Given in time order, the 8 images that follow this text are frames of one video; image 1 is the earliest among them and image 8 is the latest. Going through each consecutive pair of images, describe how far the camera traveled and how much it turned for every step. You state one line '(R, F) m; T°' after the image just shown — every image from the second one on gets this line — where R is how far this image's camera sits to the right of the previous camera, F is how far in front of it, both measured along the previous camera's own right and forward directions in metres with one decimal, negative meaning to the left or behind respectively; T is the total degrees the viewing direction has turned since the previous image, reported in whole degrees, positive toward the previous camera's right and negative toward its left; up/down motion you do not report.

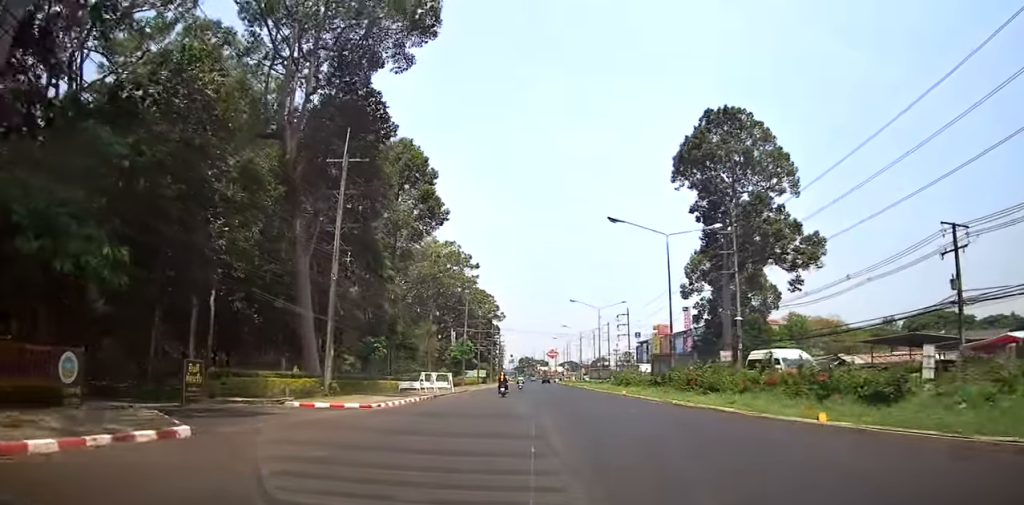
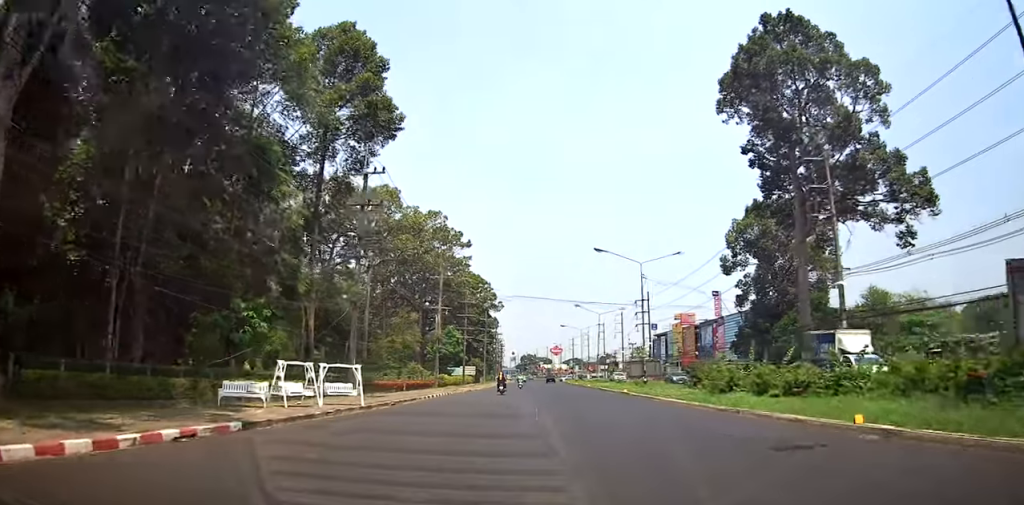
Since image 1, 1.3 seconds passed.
(+0.1, +25.2) m; 0°
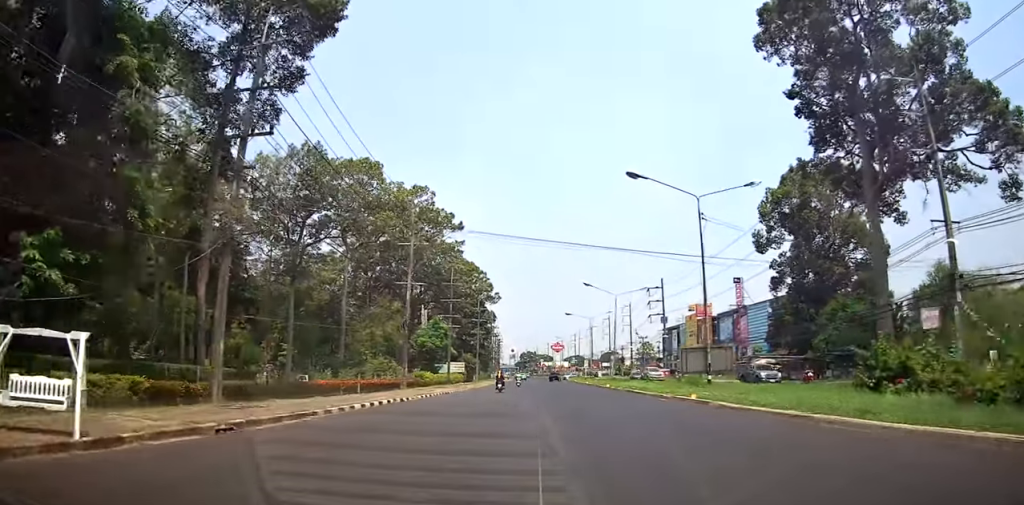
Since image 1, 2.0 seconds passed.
(0.0, +14.8) m; +1°
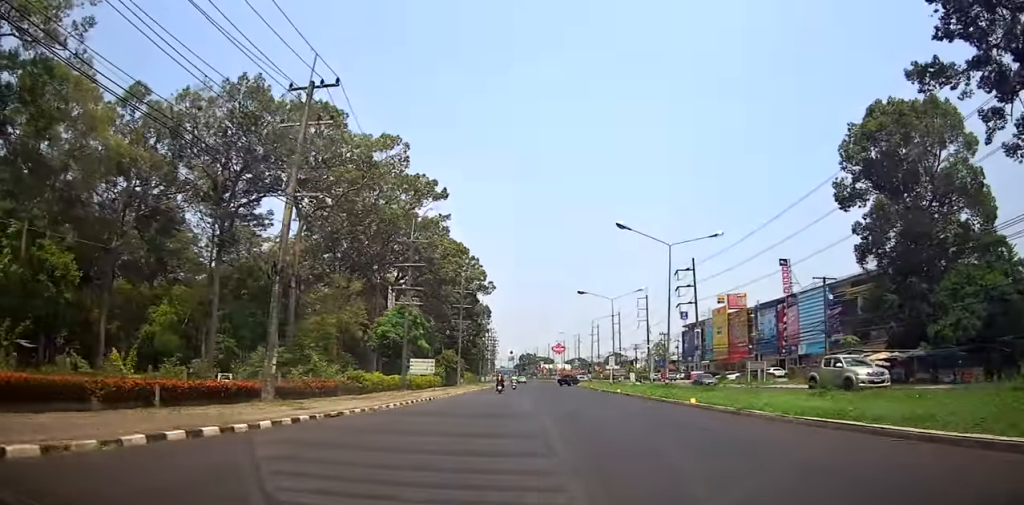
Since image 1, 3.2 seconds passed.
(+0.2, +23.6) m; +1°
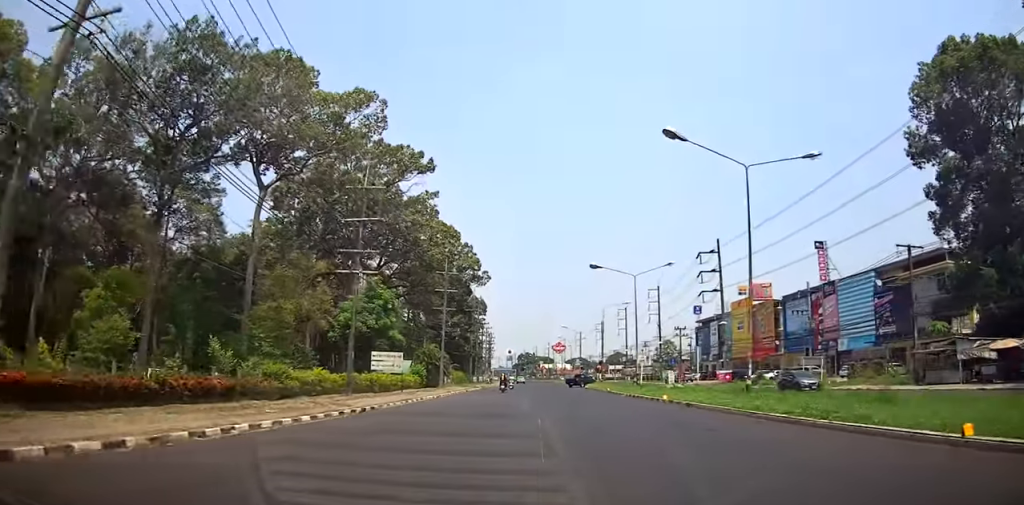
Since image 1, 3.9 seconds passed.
(0.0, +13.3) m; 0°
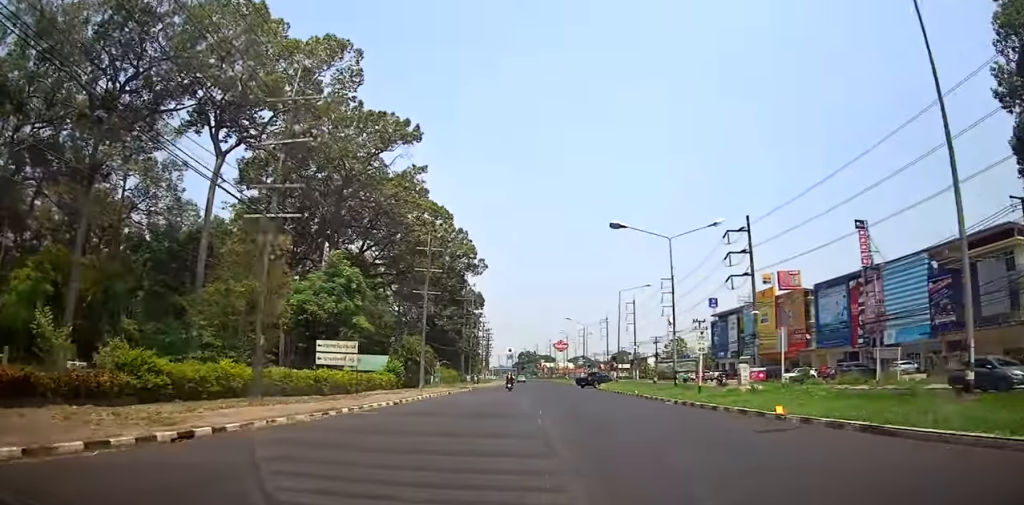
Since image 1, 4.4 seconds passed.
(0.0, +11.3) m; 0°
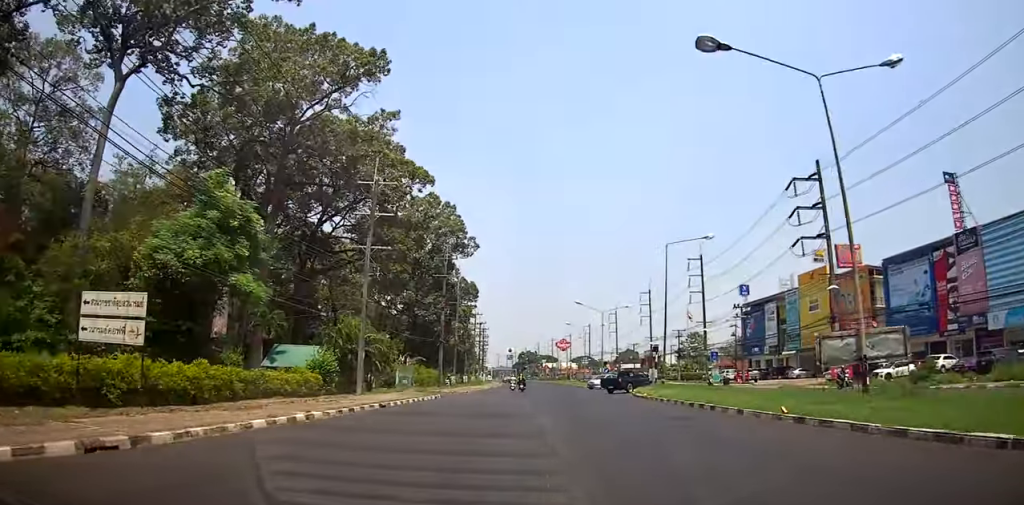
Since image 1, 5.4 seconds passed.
(-0.1, +18.3) m; 0°
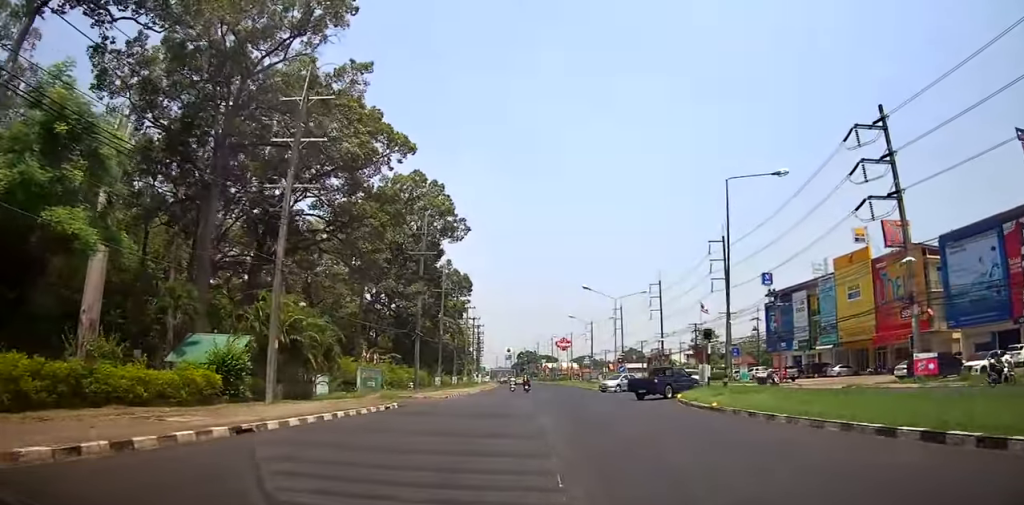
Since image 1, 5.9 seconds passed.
(+0.1, +11.3) m; 0°
